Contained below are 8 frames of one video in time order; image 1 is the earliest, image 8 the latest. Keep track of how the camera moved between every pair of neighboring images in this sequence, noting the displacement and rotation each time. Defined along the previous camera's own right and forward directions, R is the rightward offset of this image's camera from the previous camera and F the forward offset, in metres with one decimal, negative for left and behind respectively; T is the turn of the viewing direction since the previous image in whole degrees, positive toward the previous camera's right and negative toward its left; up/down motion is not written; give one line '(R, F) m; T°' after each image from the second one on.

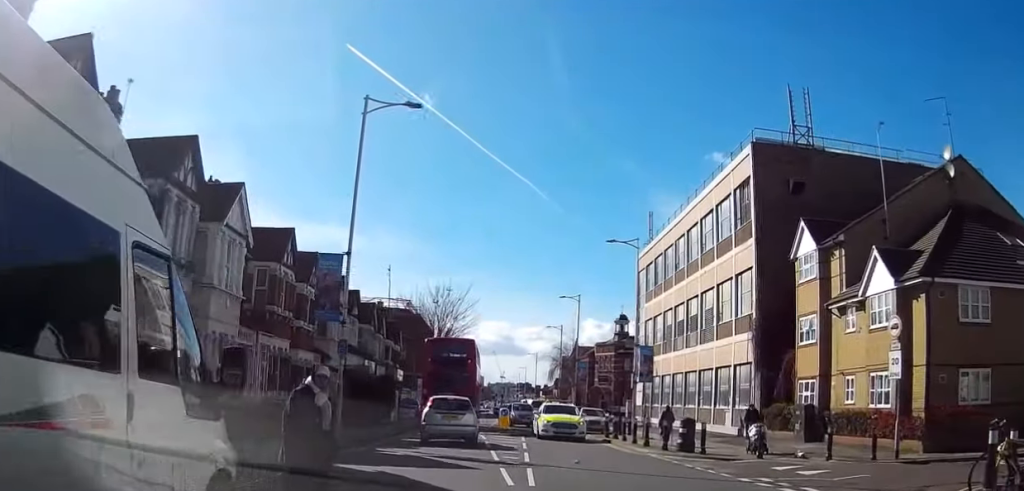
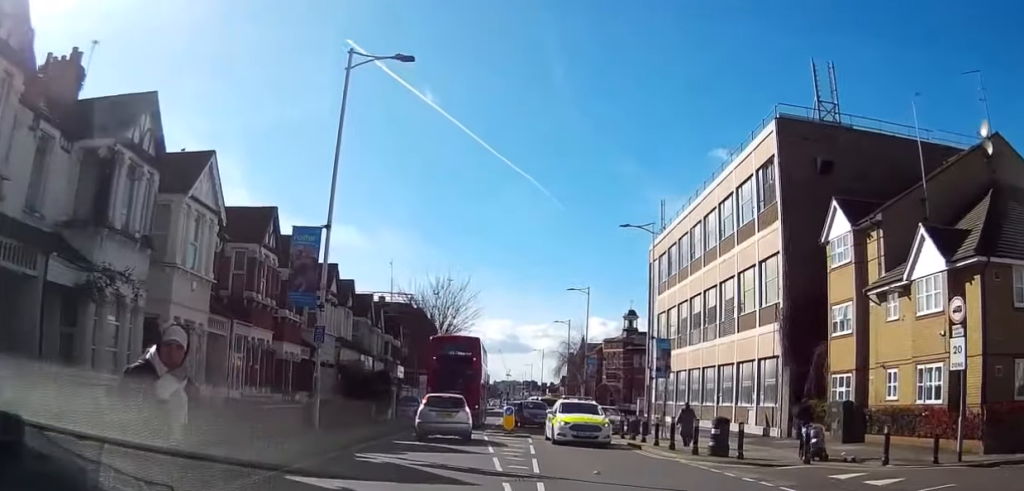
(-0.1, +3.1) m; -1°
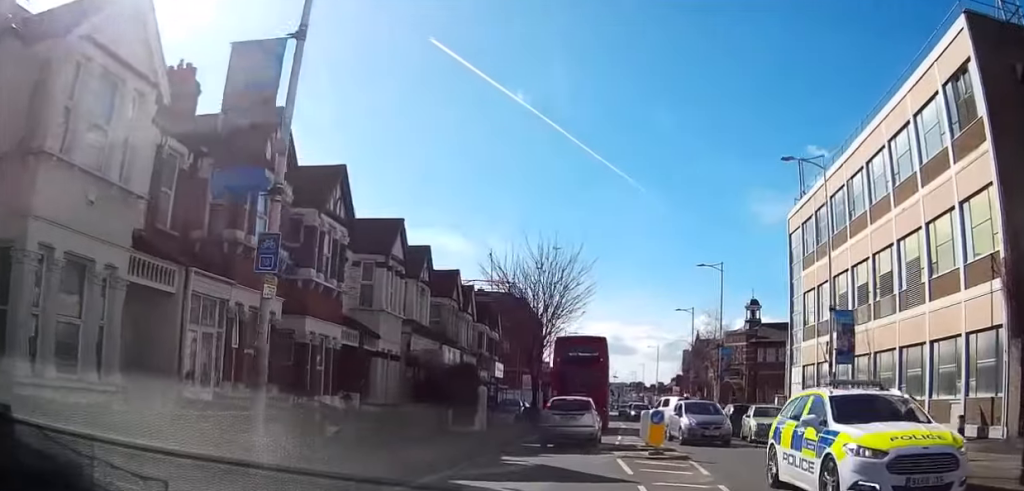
(0.0, +10.4) m; 0°
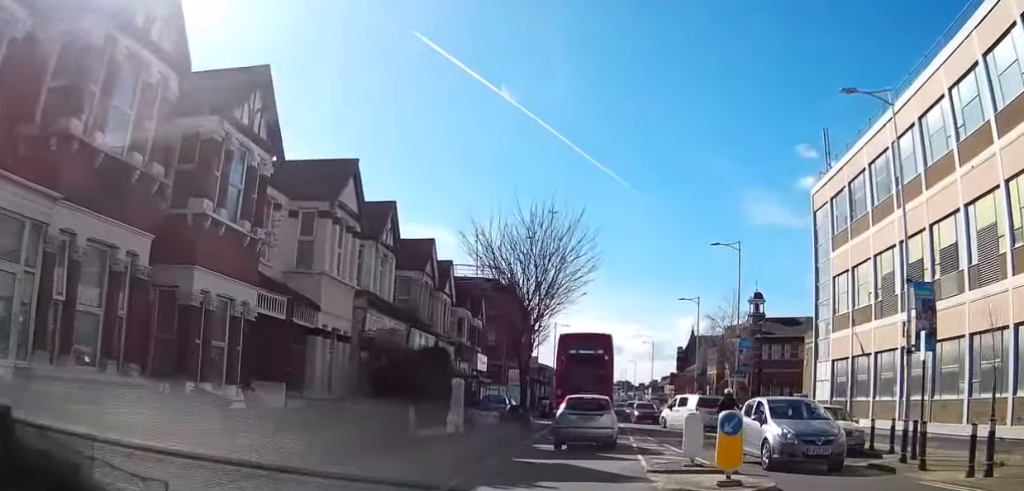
(0.0, +6.6) m; 0°
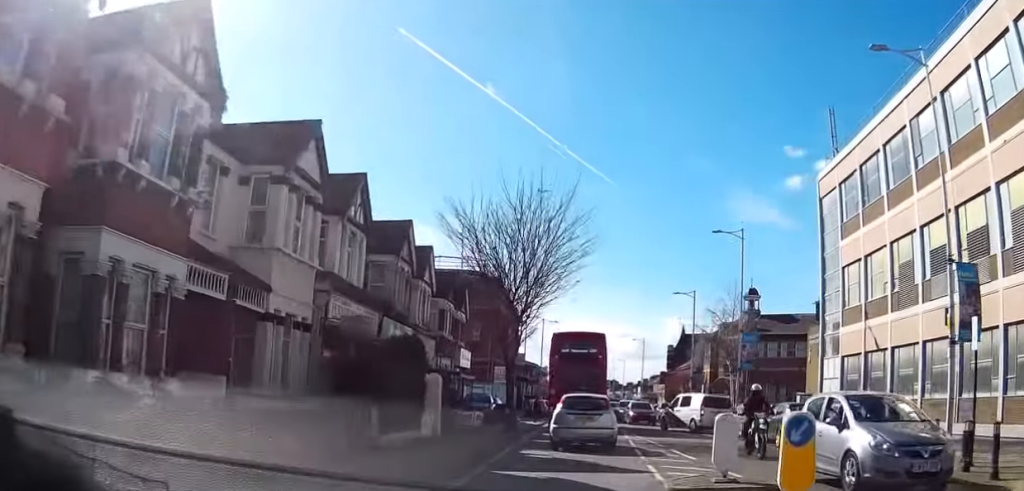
(0.0, +3.1) m; 0°
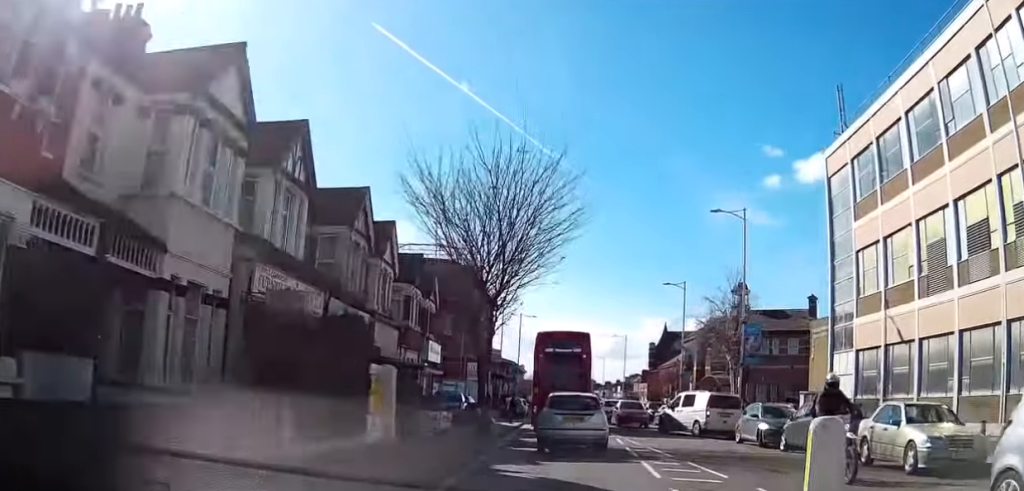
(0.0, +4.6) m; 0°
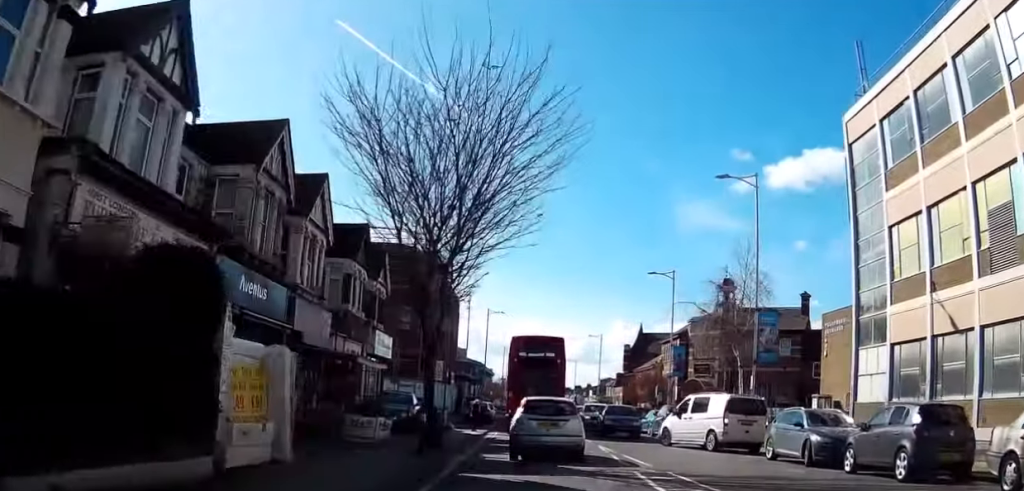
(0.0, +6.8) m; -2°
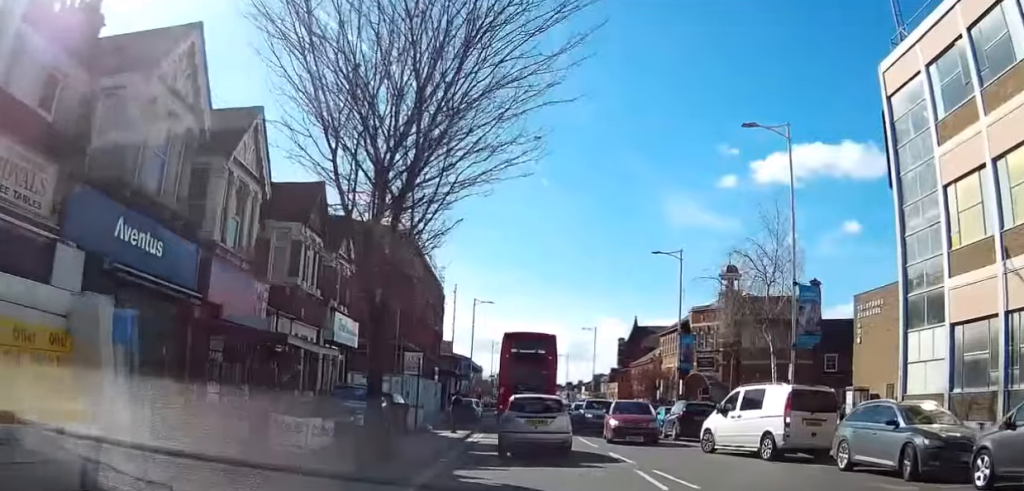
(-0.2, +5.7) m; -3°
